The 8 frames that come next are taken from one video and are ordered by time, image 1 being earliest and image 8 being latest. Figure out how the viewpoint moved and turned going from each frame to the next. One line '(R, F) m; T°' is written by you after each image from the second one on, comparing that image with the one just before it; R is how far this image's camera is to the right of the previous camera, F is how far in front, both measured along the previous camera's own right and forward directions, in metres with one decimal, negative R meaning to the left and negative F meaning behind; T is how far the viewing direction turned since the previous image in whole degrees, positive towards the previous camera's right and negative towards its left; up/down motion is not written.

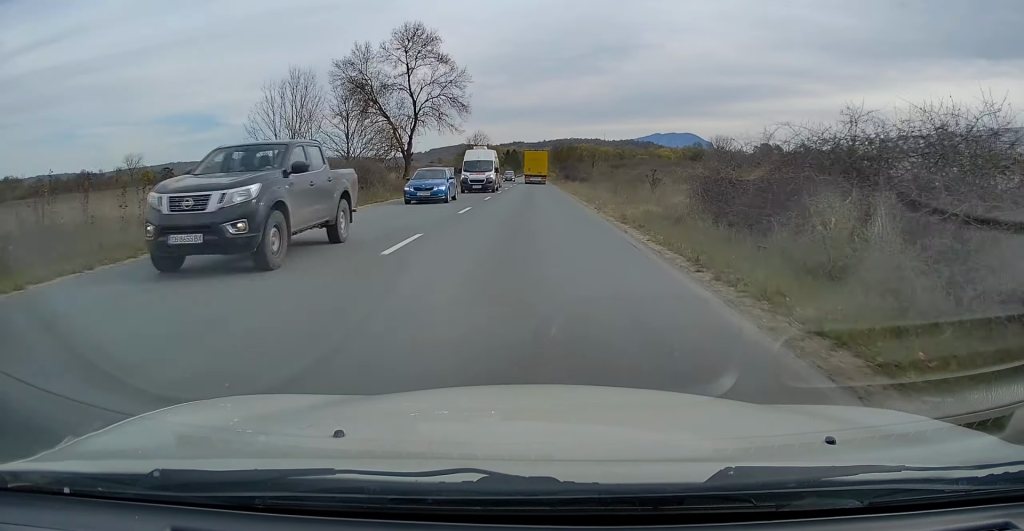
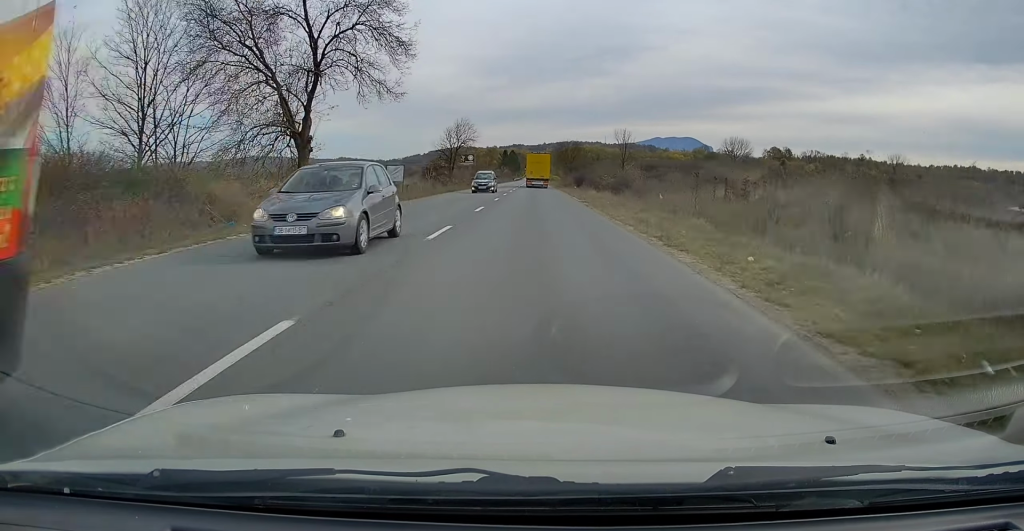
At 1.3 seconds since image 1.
(+0.1, +26.8) m; 0°
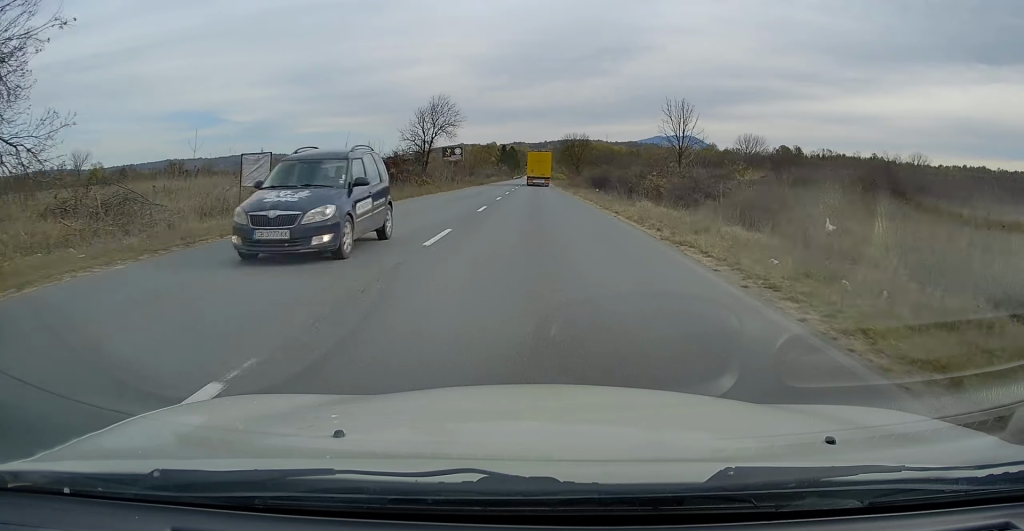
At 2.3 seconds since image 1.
(-0.3, +21.2) m; -1°
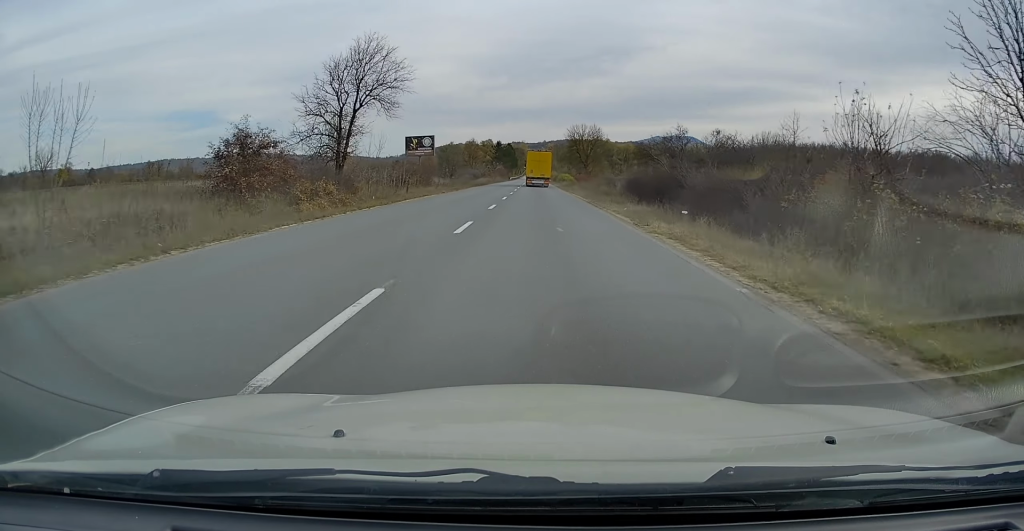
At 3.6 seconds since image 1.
(+0.2, +26.5) m; +1°
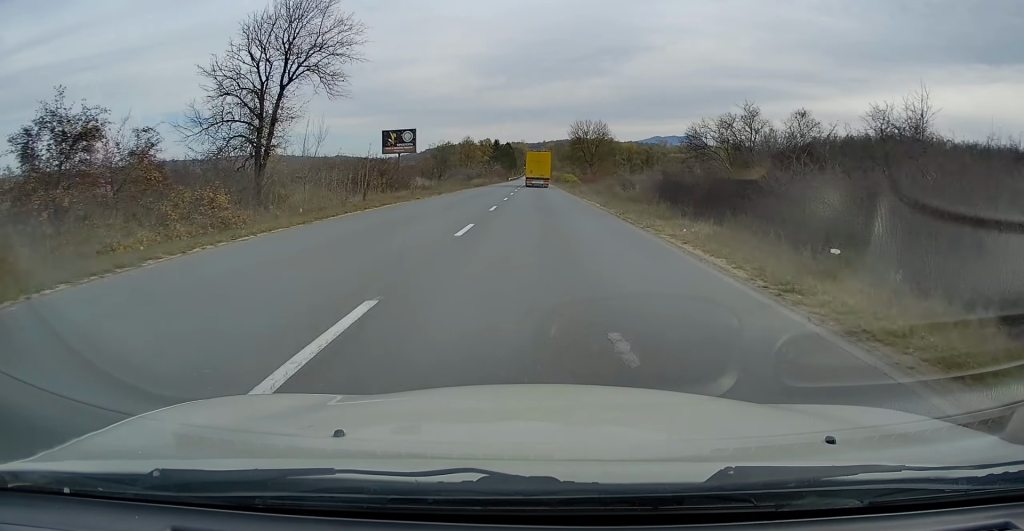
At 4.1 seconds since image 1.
(+0.2, +10.3) m; 0°
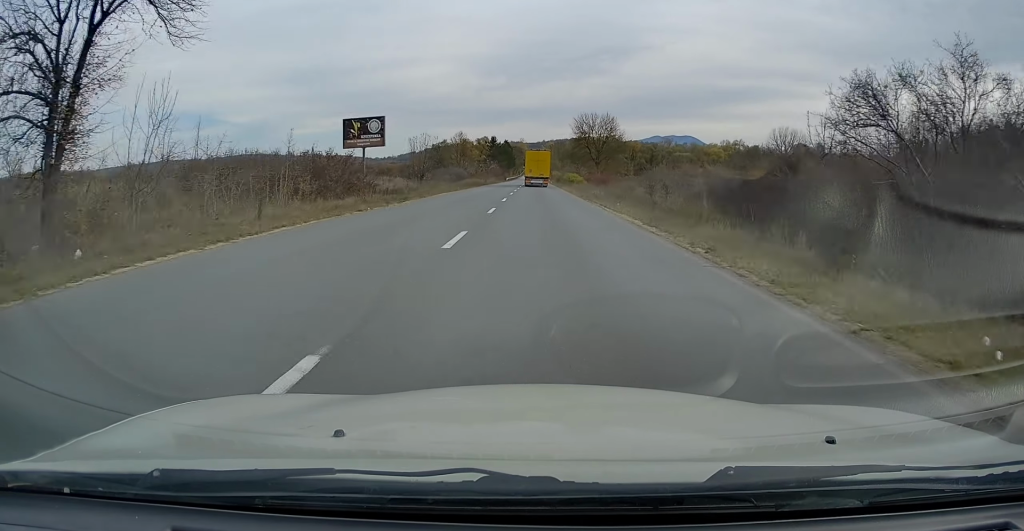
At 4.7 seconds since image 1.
(0.0, +11.7) m; 0°
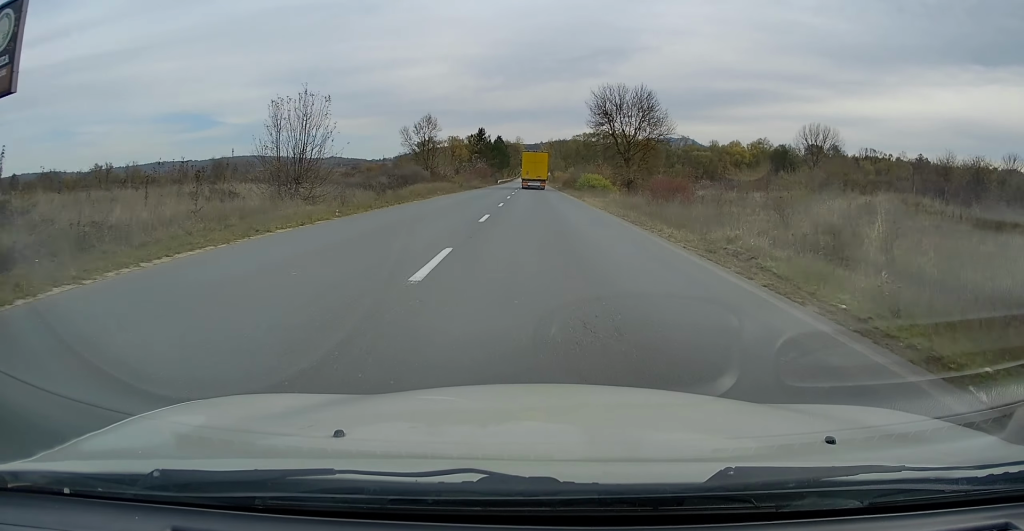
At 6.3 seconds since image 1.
(0.0, +33.1) m; 0°
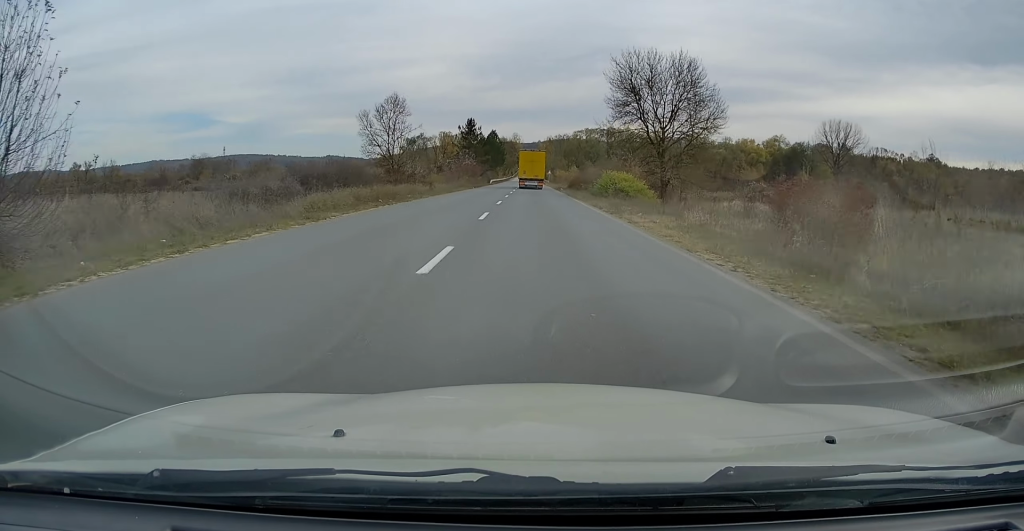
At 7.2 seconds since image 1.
(-0.1, +18.8) m; 0°
